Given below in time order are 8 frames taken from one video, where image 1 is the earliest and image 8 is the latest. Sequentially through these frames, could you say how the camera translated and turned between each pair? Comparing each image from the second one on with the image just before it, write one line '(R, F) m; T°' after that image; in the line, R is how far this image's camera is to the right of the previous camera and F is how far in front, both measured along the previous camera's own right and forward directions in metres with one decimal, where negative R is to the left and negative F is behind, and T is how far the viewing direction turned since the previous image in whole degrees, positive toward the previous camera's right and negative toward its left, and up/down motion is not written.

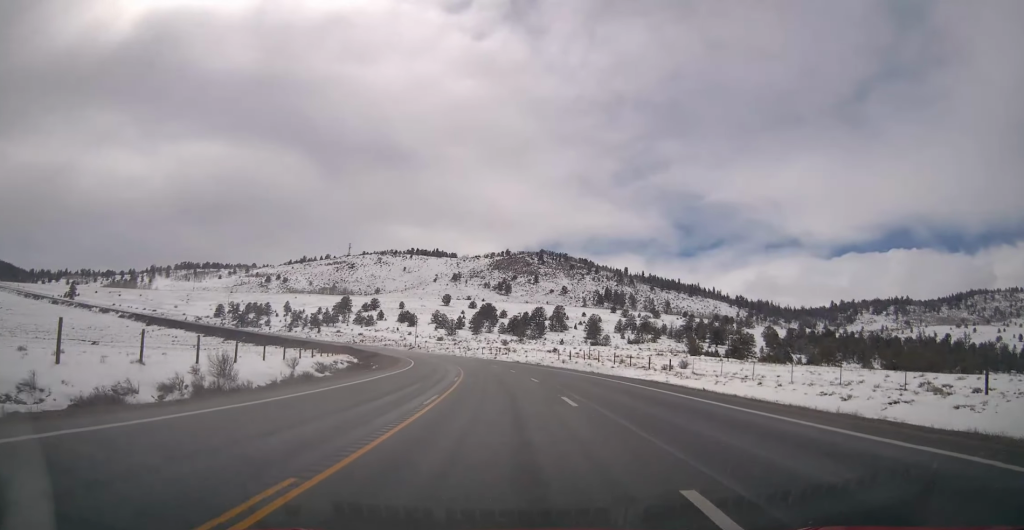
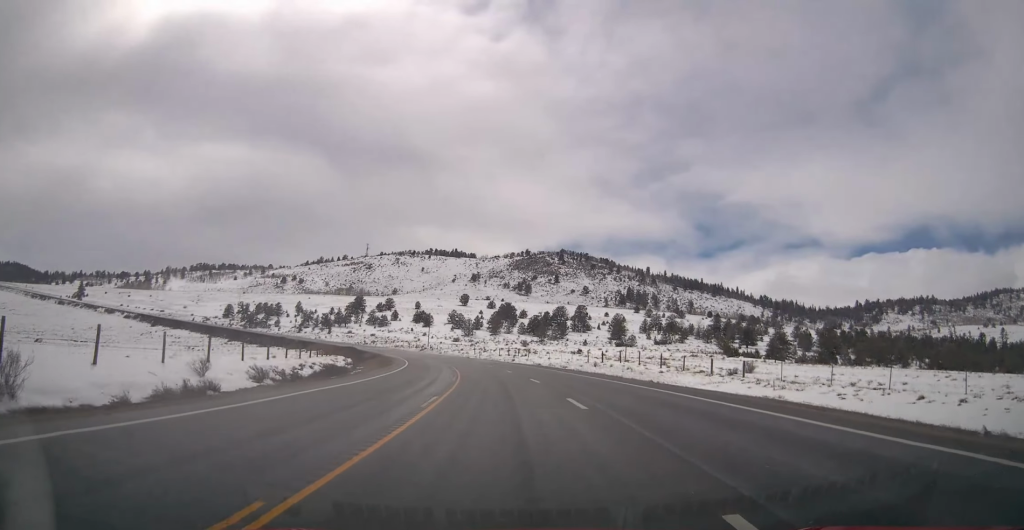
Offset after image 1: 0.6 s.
(-0.1, +12.7) m; -1°
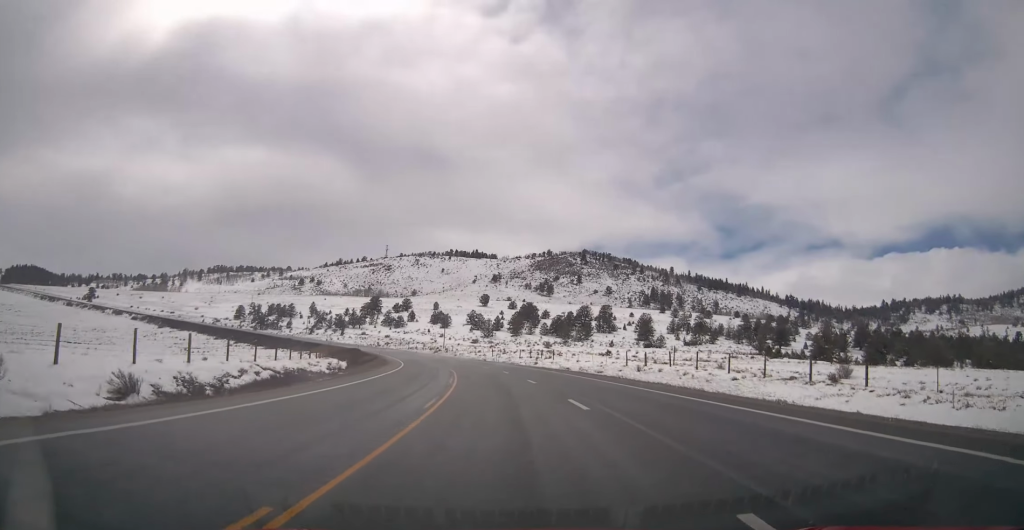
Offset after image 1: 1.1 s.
(-0.1, +12.2) m; -1°
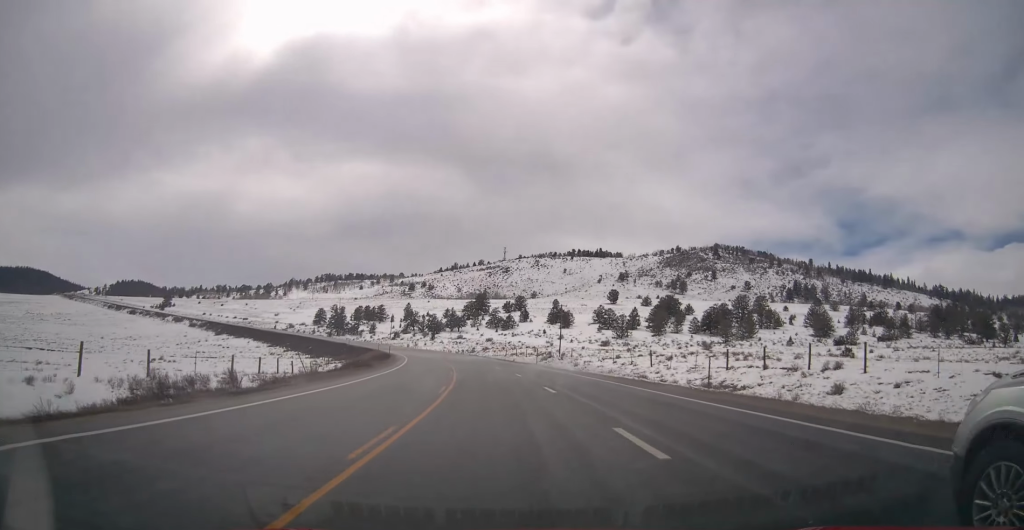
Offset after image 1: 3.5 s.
(-4.5, +55.0) m; -11°
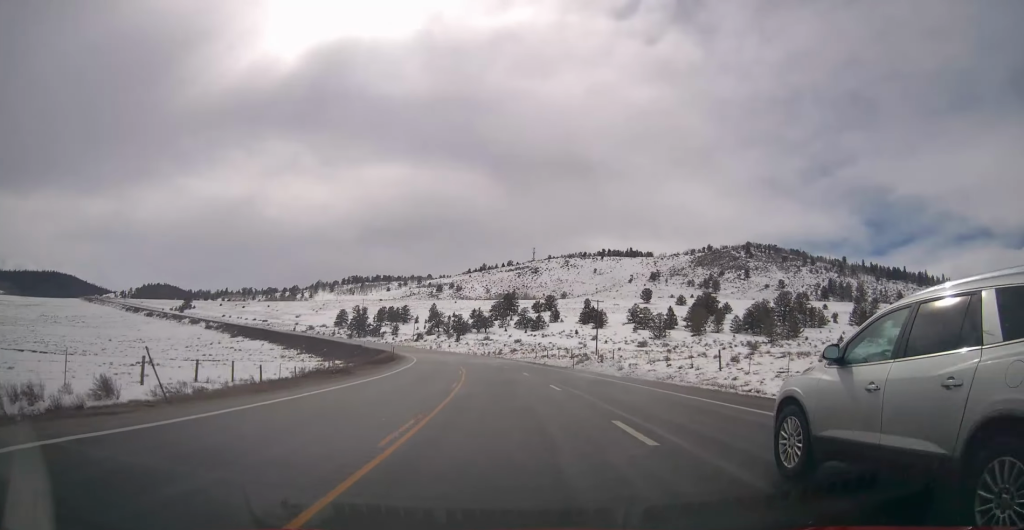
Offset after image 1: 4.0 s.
(-0.4, +11.3) m; -3°
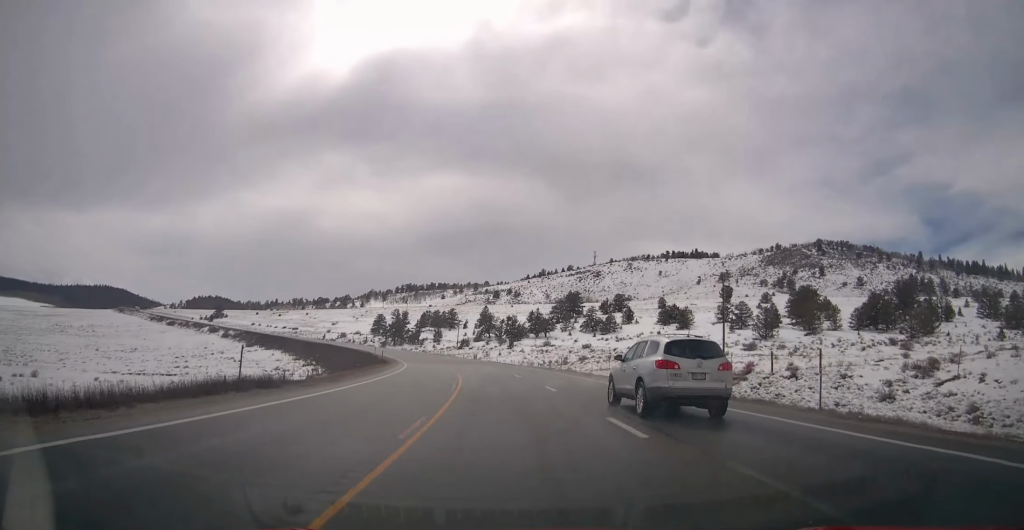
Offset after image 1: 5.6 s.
(-2.6, +35.1) m; -7°
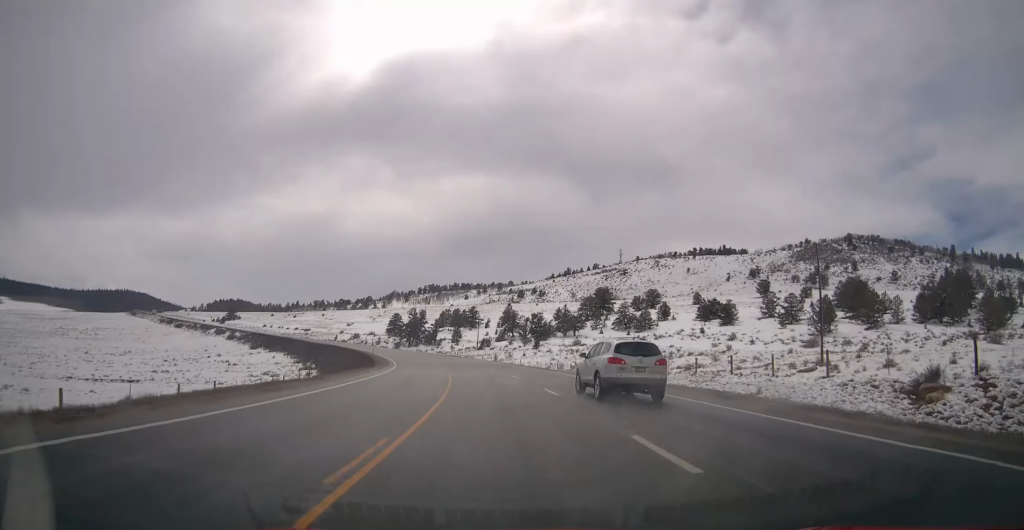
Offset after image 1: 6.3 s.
(-0.1, +15.0) m; -2°
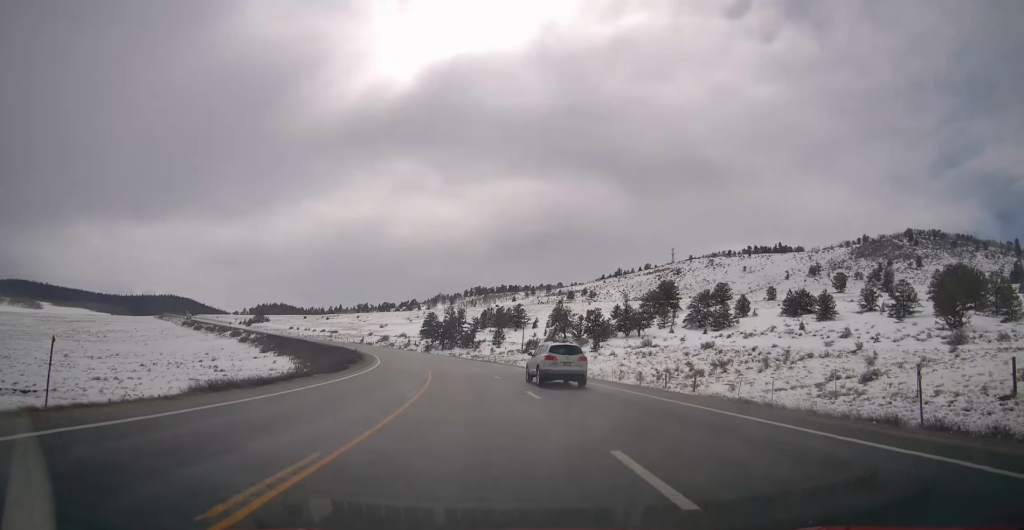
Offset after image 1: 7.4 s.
(-1.0, +25.0) m; -5°
